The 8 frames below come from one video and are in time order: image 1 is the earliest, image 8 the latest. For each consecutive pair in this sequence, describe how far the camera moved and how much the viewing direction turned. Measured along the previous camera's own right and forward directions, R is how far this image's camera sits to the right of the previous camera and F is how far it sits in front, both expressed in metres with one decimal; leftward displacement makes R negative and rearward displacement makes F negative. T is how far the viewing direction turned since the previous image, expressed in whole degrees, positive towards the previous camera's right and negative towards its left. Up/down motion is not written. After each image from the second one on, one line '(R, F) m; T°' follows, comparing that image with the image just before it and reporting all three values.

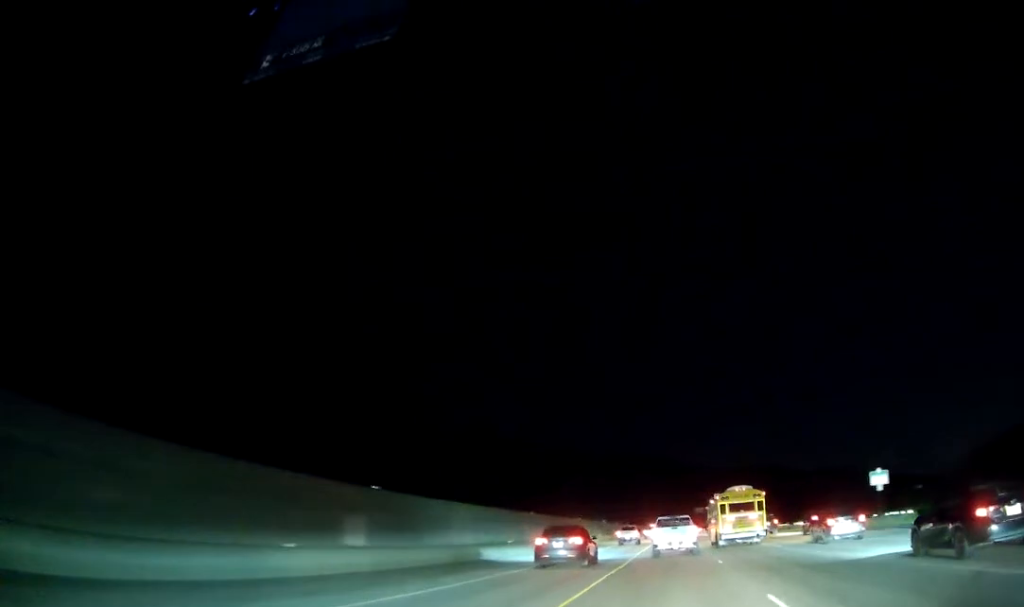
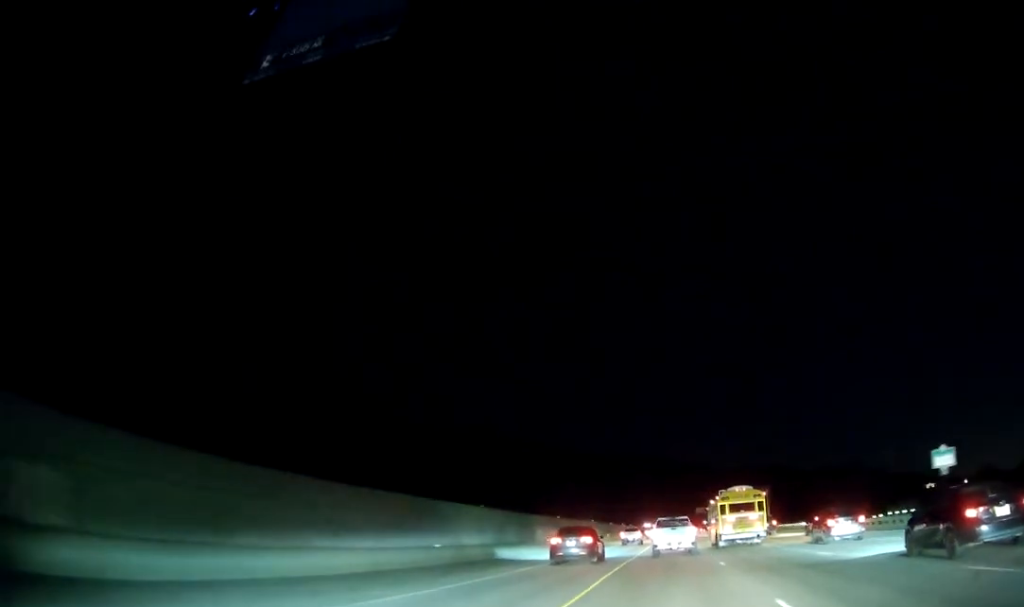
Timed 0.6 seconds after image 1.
(0.0, +14.5) m; 0°
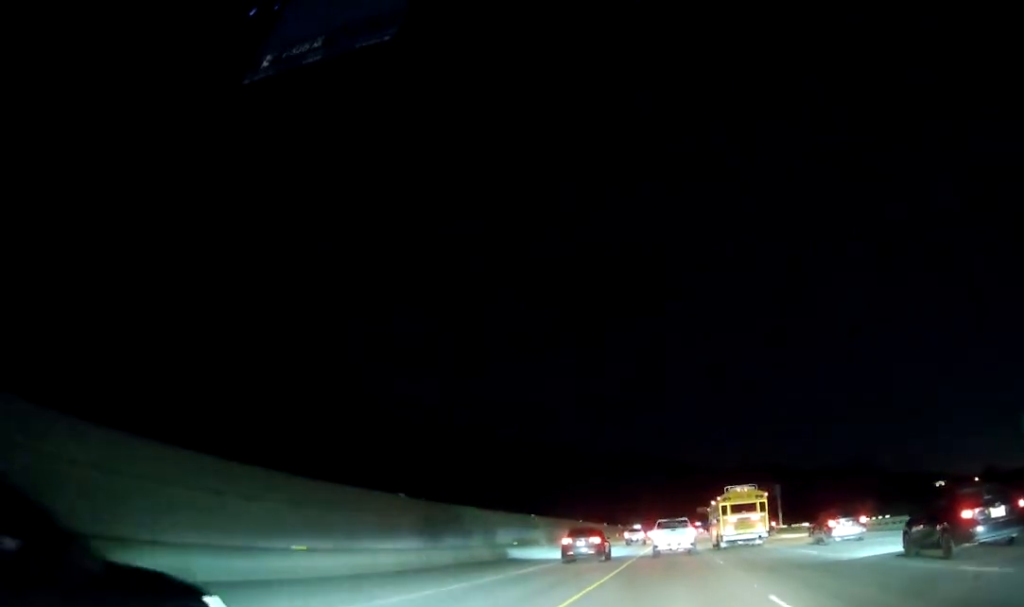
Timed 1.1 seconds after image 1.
(-0.1, +13.6) m; 0°
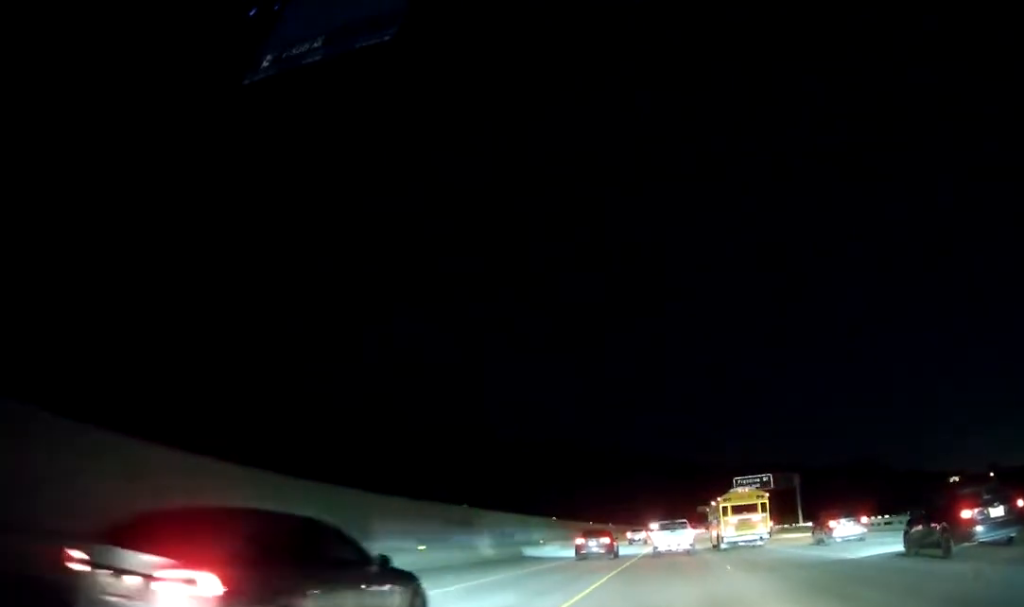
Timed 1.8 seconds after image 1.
(0.0, +18.7) m; 0°
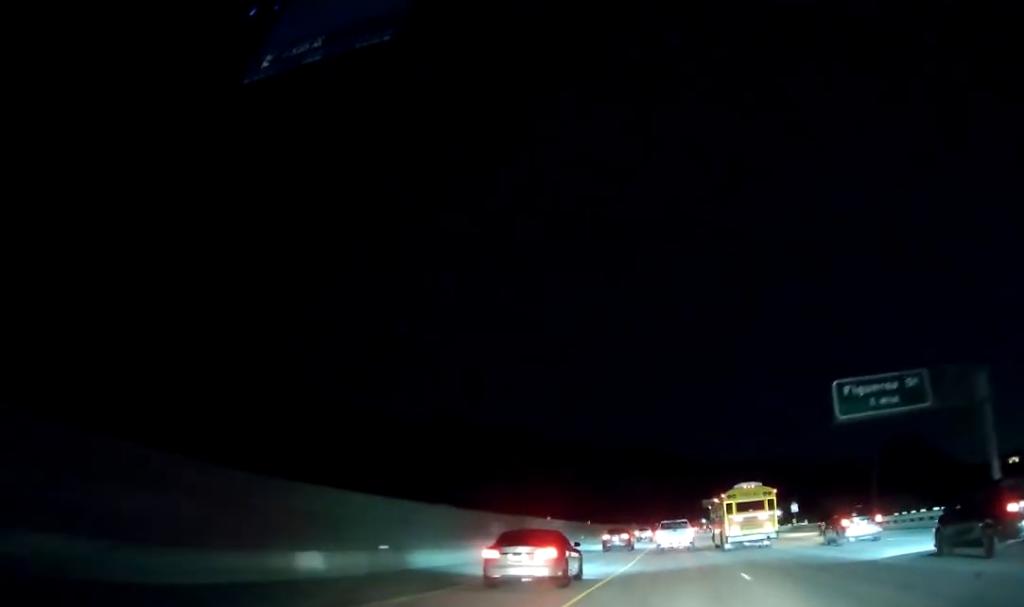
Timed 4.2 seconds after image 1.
(+0.1, +60.9) m; -2°
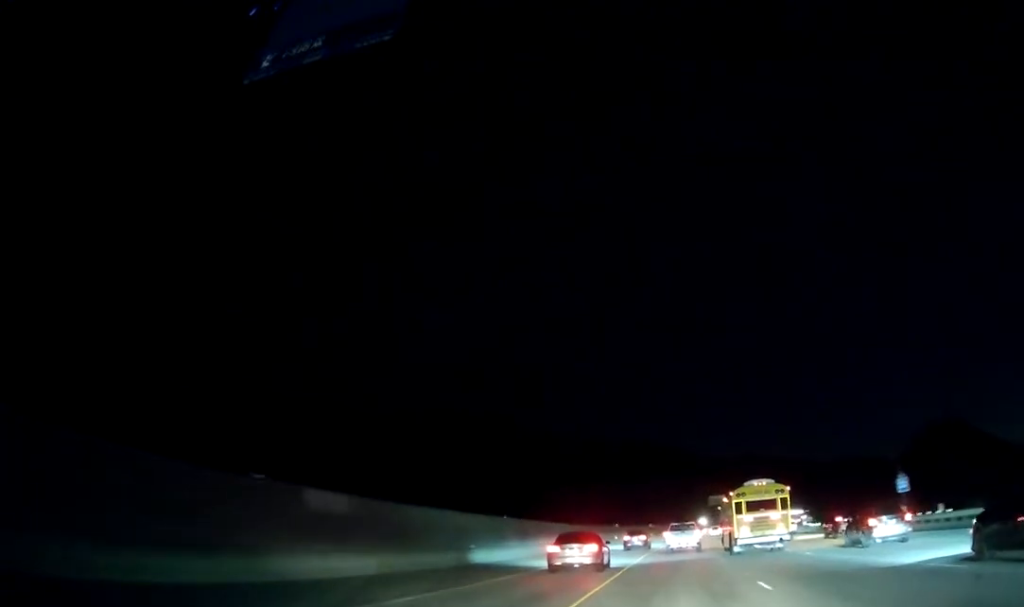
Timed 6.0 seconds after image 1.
(+0.5, +46.1) m; +2°
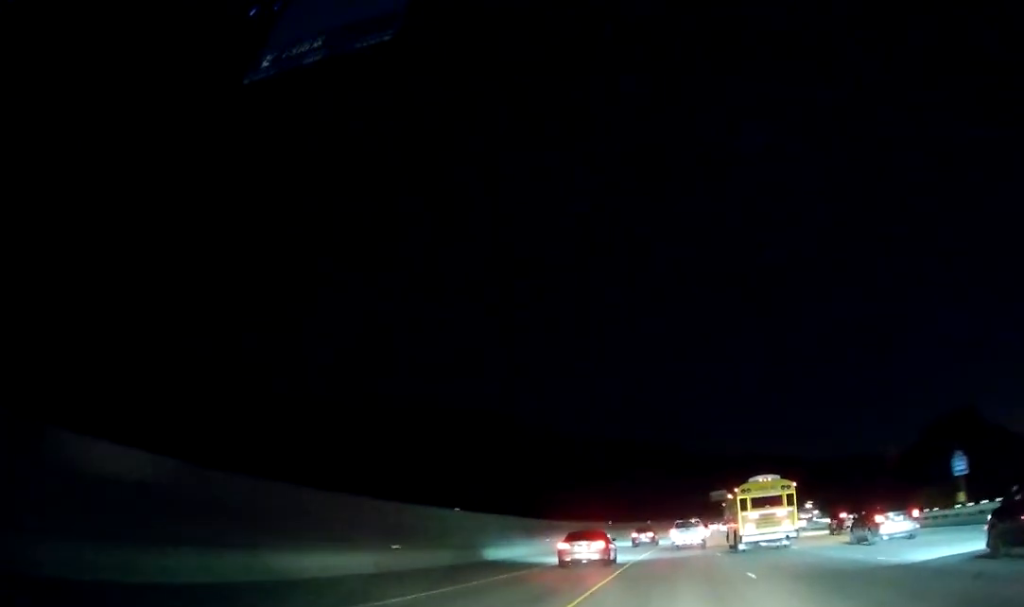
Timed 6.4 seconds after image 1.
(+0.1, +11.3) m; +1°
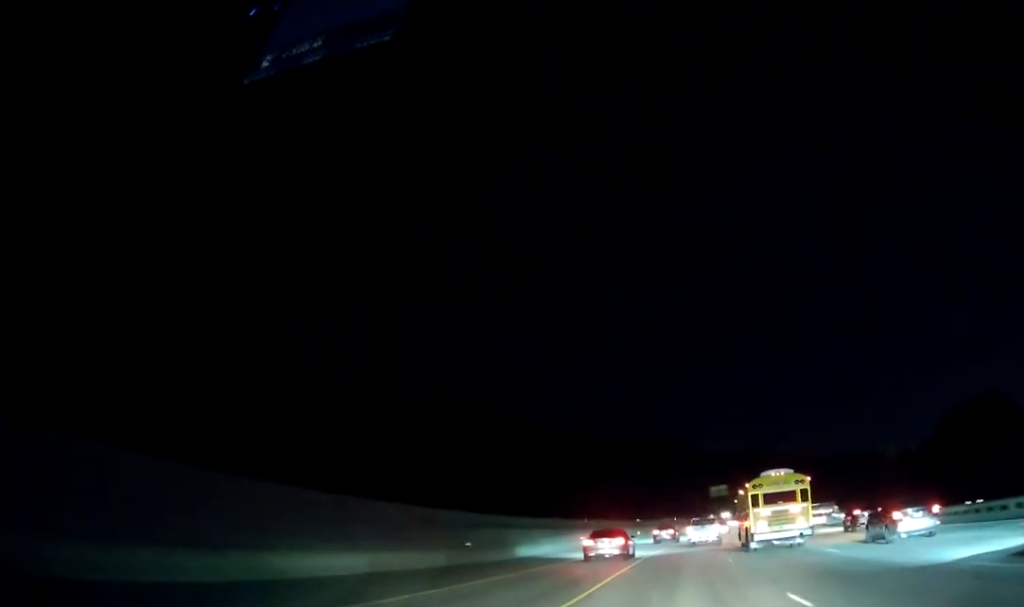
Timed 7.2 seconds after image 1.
(0.0, +21.7) m; 0°
